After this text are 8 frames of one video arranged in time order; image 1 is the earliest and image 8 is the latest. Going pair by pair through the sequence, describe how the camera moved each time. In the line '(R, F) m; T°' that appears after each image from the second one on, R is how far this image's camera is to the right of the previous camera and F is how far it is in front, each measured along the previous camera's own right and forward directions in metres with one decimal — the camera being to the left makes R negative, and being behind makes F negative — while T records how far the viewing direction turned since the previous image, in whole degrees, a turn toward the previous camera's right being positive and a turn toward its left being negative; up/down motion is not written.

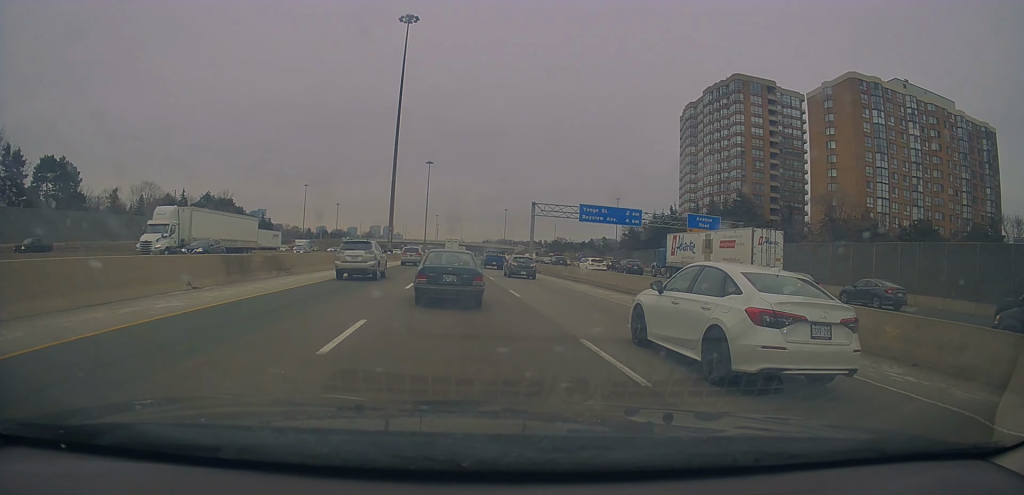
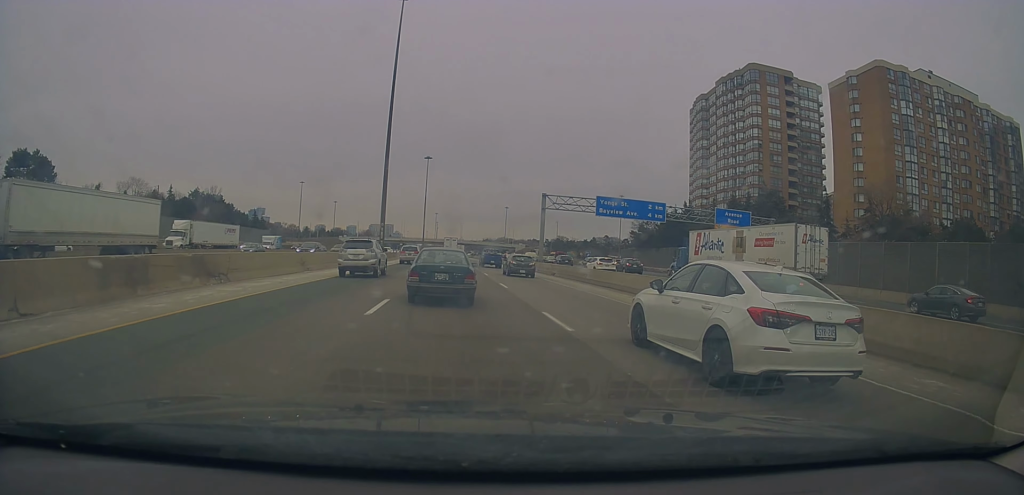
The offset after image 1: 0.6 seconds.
(0.0, +8.4) m; 0°
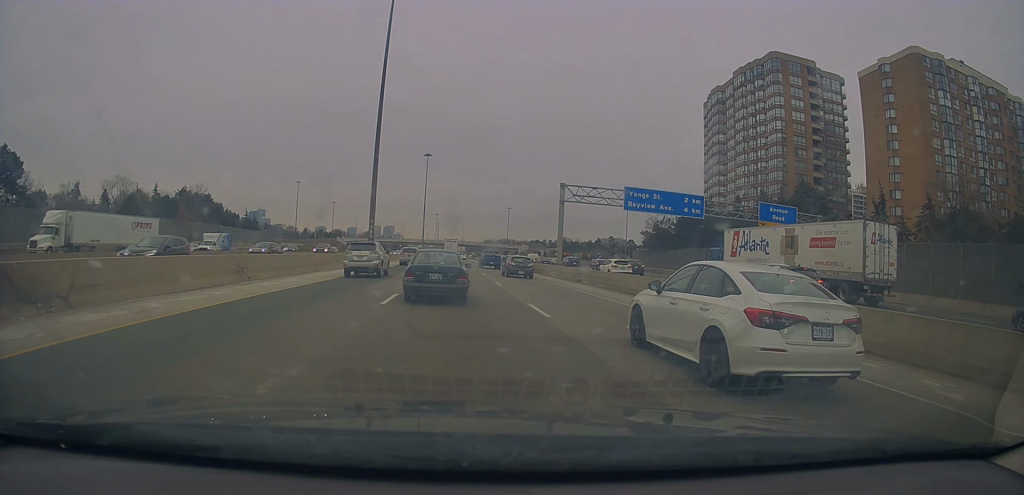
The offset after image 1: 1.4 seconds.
(0.0, +10.7) m; 0°
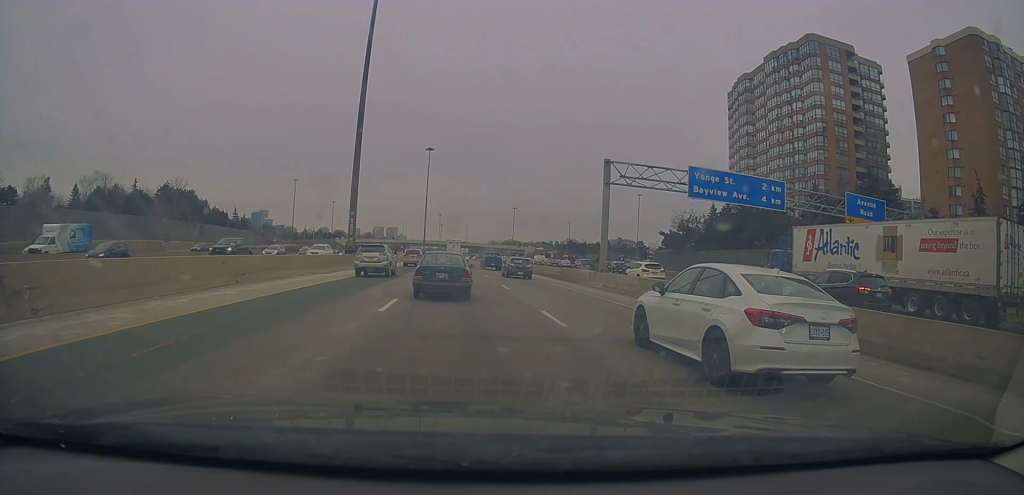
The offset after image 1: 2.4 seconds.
(0.0, +14.3) m; +1°
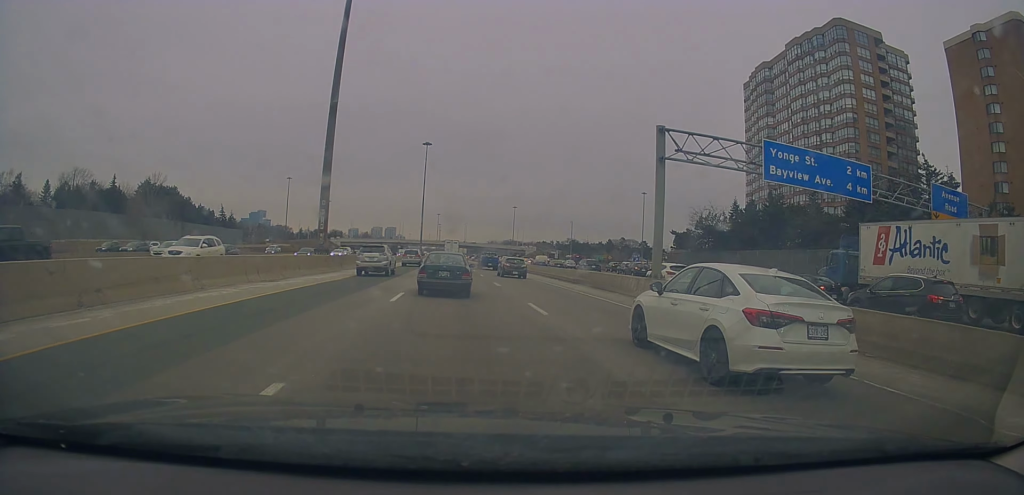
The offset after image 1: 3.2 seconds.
(+0.2, +10.5) m; +1°
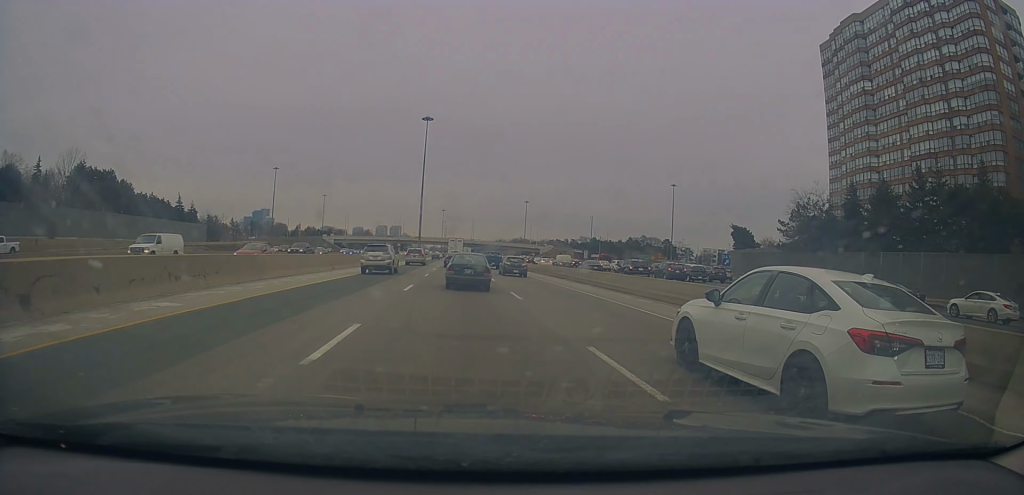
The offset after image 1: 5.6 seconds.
(-1.0, +32.3) m; -4°
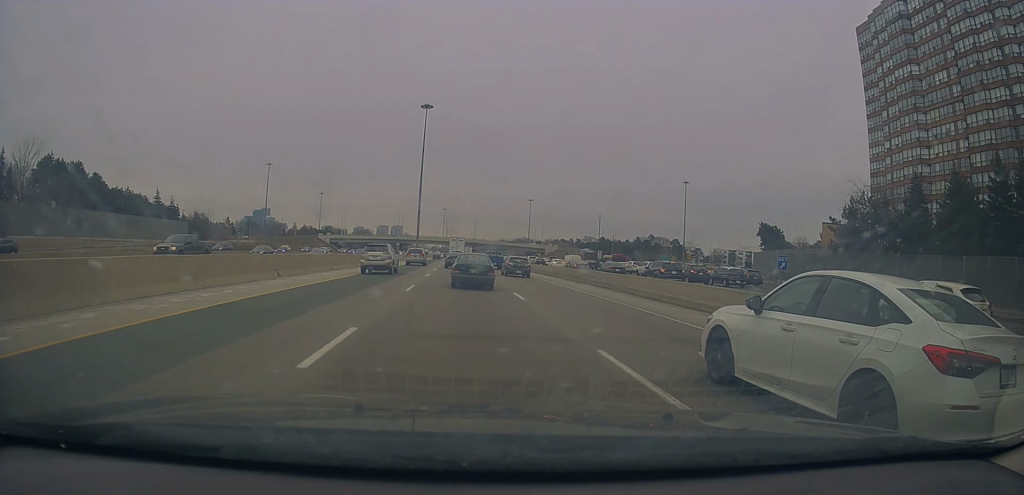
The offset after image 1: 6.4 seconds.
(-0.1, +10.4) m; 0°
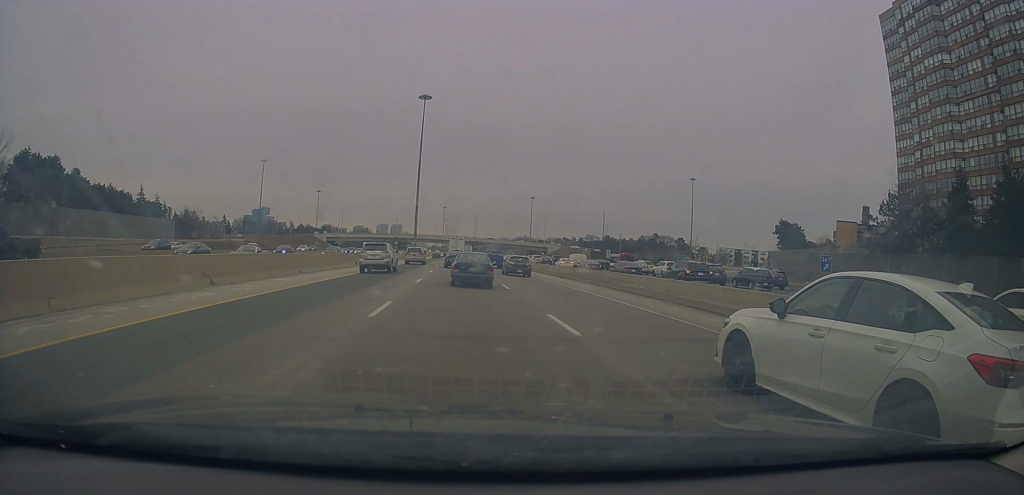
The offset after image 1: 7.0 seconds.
(-0.1, +7.2) m; 0°
